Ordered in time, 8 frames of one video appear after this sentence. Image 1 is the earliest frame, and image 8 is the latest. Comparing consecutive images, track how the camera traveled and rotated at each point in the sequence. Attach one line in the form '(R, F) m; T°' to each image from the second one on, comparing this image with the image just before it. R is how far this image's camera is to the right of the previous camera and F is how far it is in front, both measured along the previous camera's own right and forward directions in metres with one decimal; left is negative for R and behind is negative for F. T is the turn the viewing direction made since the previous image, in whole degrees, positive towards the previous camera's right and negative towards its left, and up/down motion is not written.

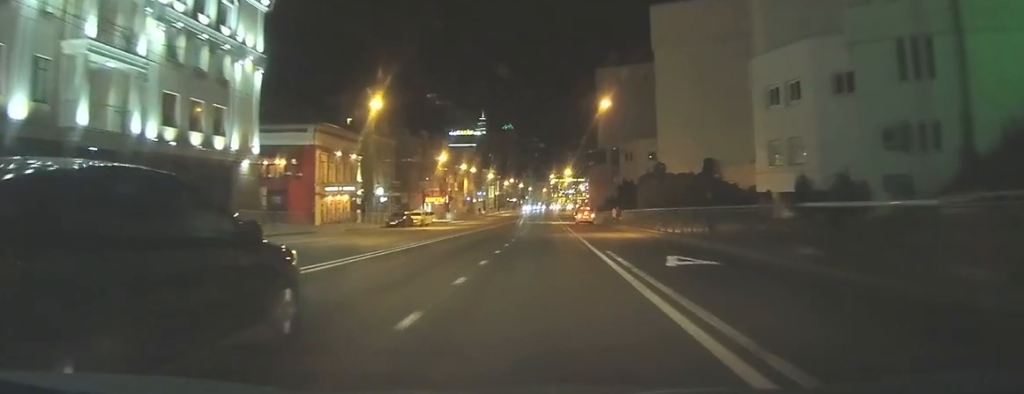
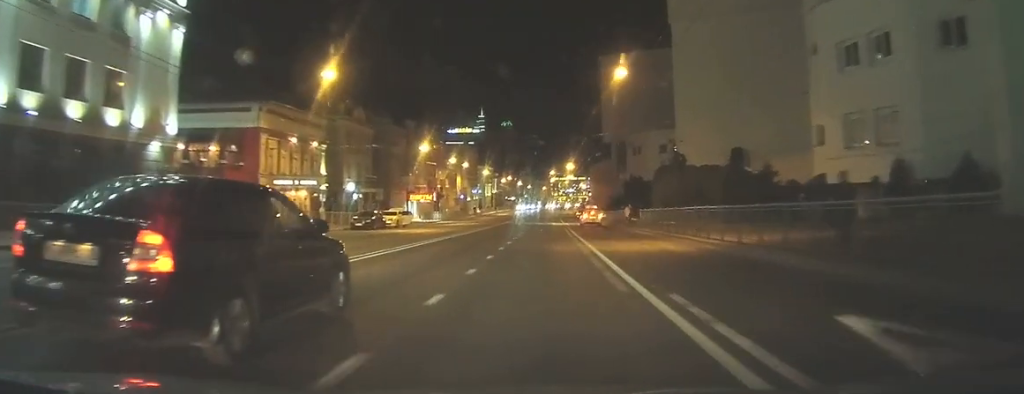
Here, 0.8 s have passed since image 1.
(0.0, +9.3) m; 0°
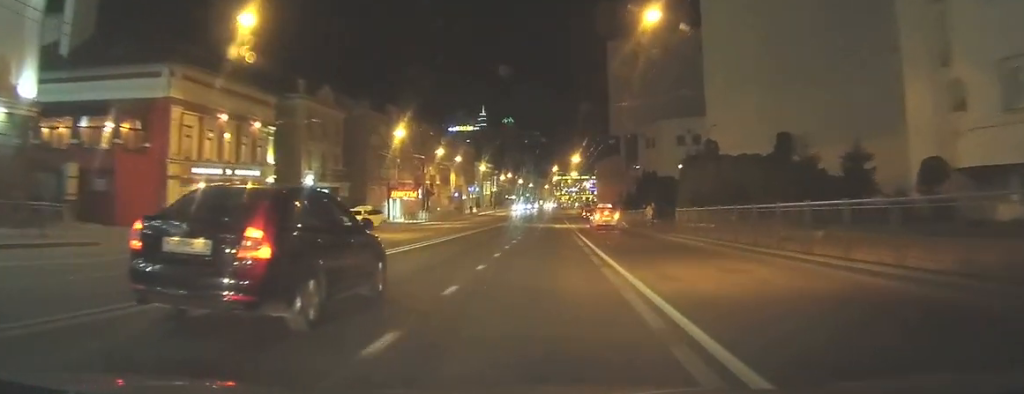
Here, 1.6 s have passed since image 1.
(0.0, +9.7) m; 0°
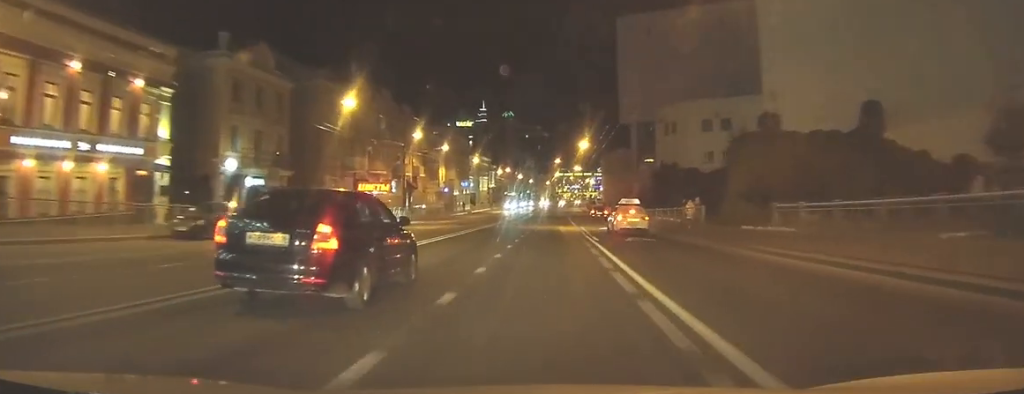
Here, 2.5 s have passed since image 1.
(-0.1, +12.2) m; +1°
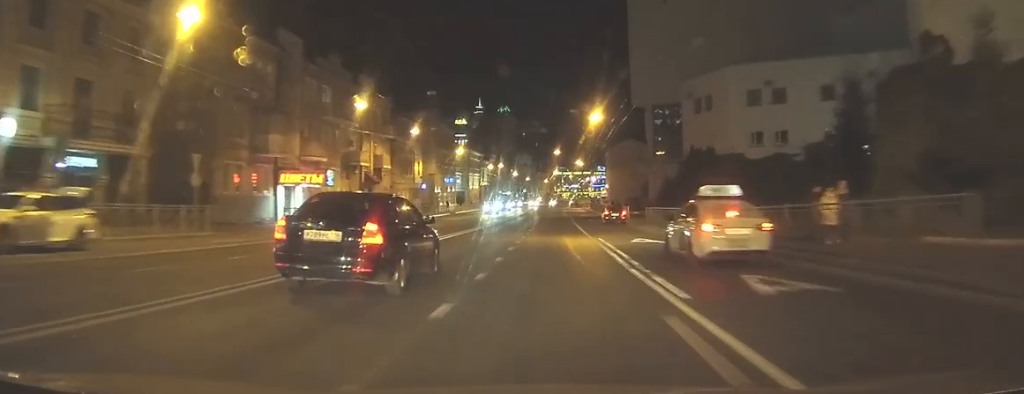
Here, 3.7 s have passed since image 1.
(+0.4, +16.8) m; +1°
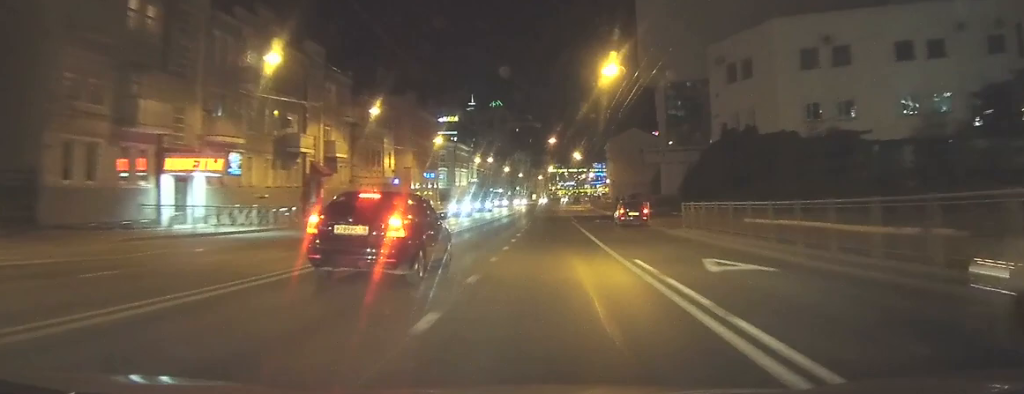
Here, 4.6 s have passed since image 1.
(-0.2, +13.3) m; -1°
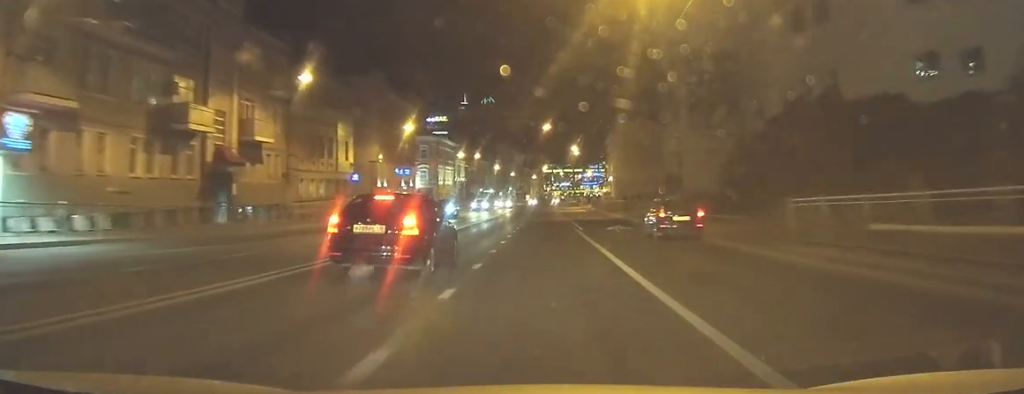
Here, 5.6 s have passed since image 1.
(0.0, +14.5) m; 0°
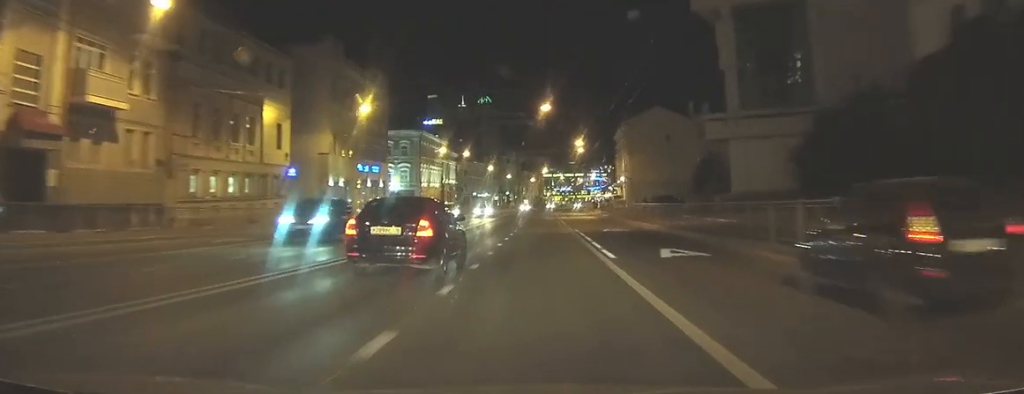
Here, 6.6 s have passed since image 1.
(0.0, +16.1) m; +1°
